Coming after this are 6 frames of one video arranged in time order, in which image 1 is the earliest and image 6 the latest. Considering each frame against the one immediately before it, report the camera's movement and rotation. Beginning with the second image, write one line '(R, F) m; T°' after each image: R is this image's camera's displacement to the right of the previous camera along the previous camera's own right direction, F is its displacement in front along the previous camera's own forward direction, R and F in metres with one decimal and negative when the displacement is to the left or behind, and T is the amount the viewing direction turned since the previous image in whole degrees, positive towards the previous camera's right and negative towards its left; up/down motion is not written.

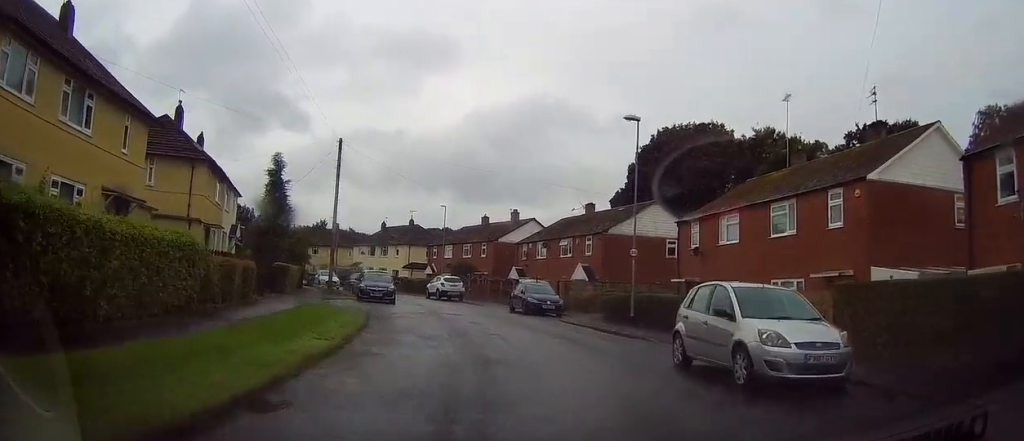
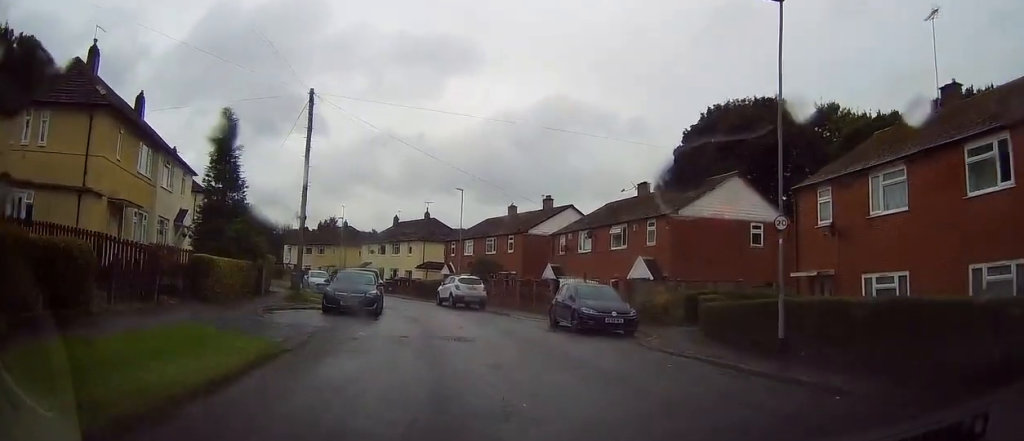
(-0.6, +10.8) m; -4°
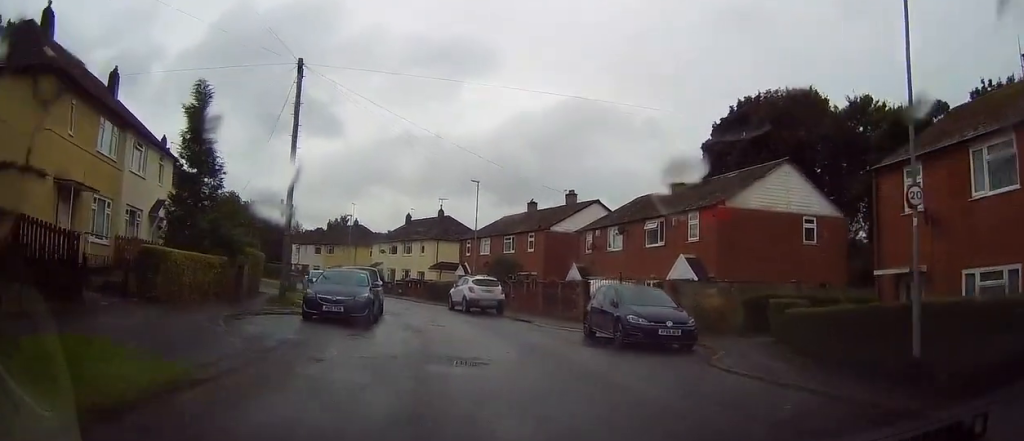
(+0.1, +4.3) m; -1°
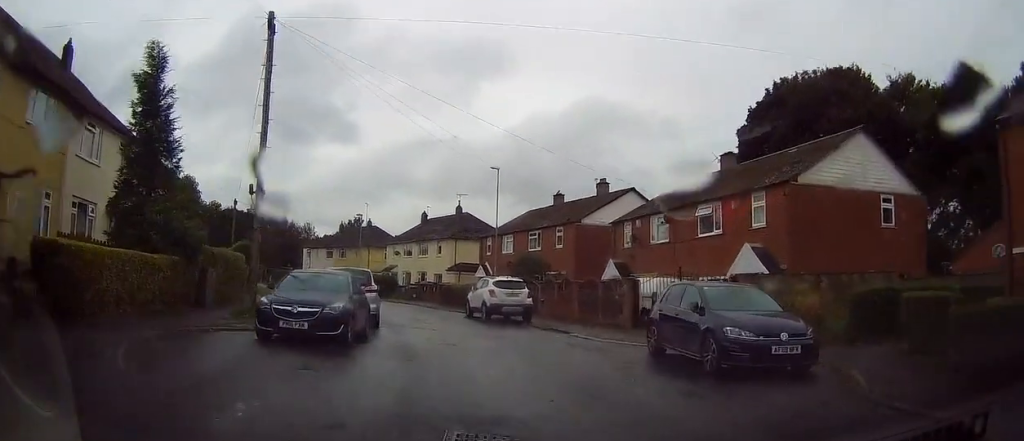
(-0.2, +5.1) m; -2°
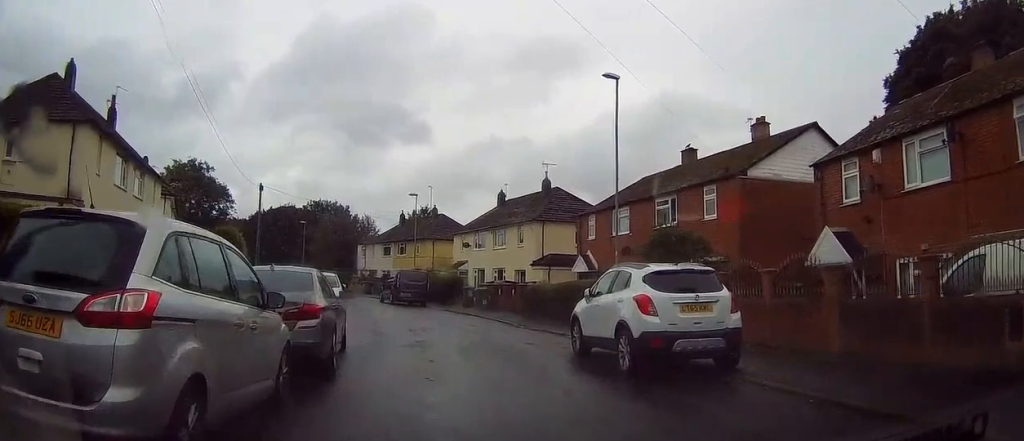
(-0.8, +15.6) m; -6°
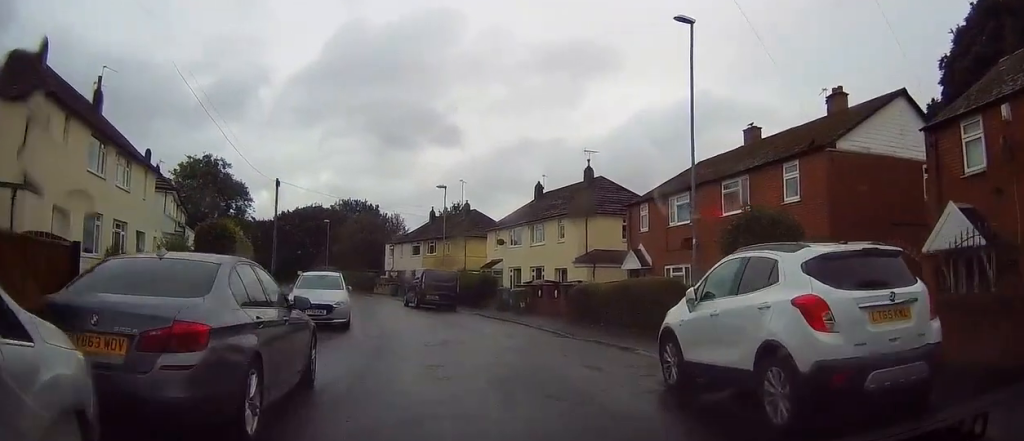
(0.0, +4.5) m; -4°
